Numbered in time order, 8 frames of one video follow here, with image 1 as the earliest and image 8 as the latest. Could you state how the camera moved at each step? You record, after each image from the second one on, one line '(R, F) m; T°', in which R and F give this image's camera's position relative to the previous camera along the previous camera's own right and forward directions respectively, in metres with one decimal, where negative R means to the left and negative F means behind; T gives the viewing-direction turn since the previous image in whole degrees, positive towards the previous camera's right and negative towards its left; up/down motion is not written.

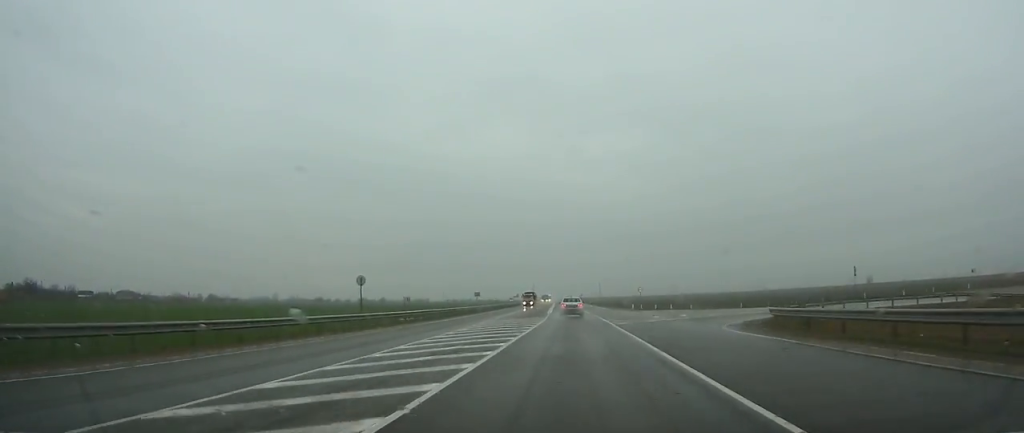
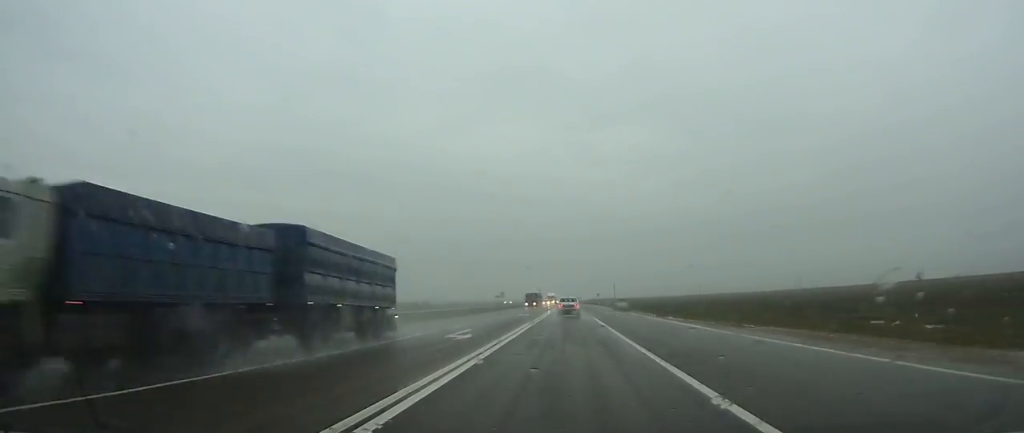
(-0.5, +70.8) m; -1°
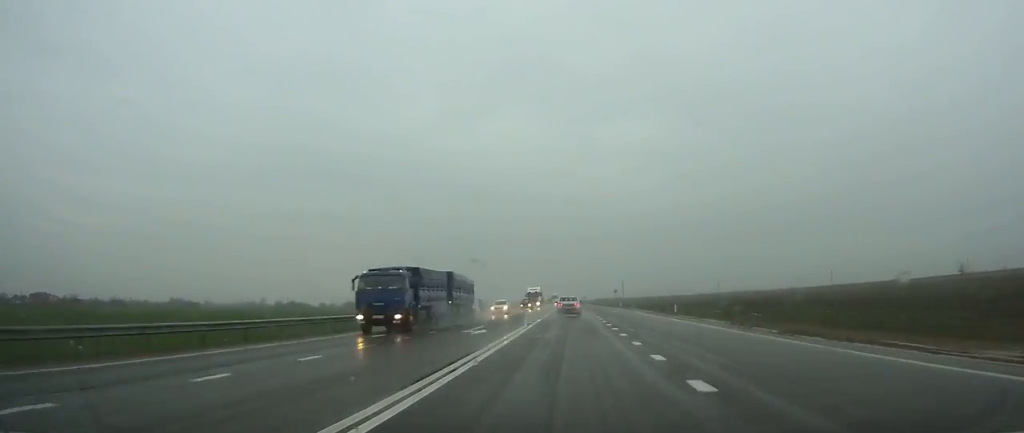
(-0.2, +56.3) m; 0°
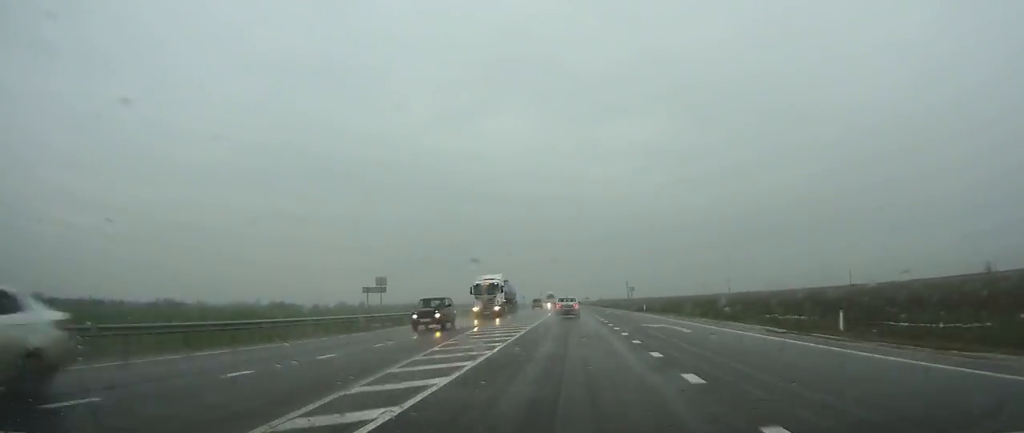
(-0.1, +31.1) m; 0°
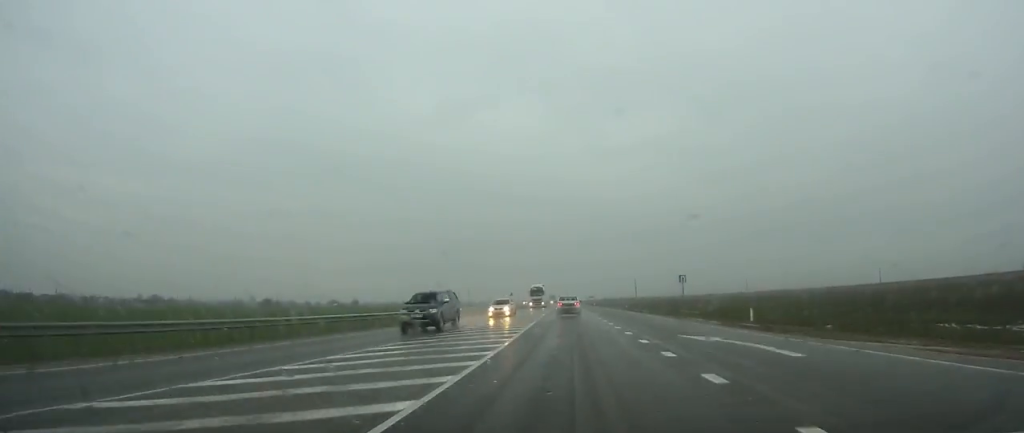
(-0.2, +40.0) m; 0°
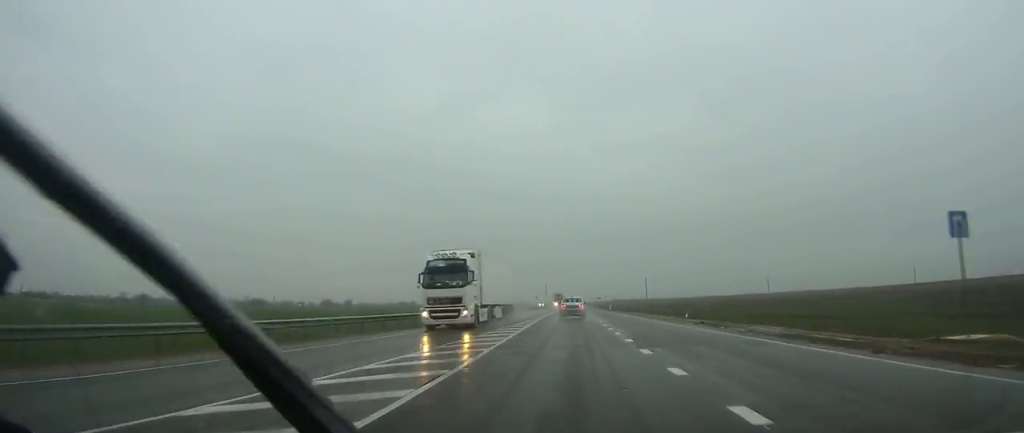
(-0.1, +38.4) m; 0°
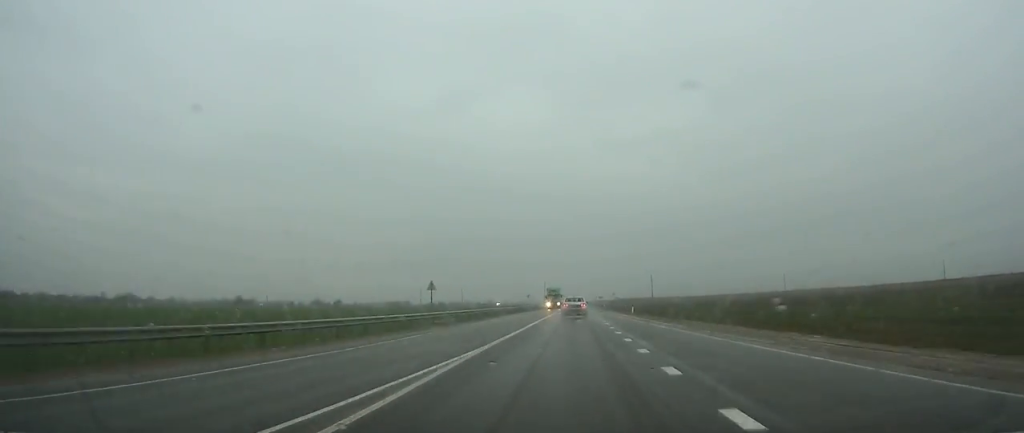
(0.0, +32.3) m; 0°
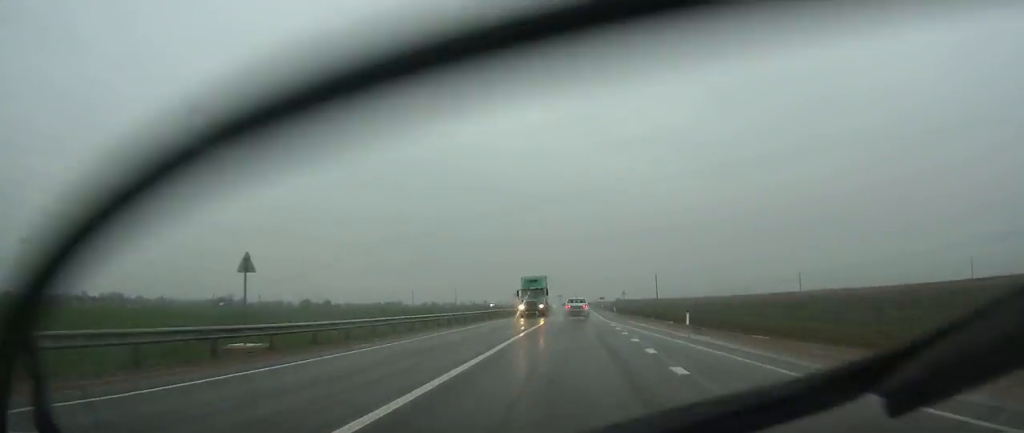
(0.0, +27.8) m; 0°
